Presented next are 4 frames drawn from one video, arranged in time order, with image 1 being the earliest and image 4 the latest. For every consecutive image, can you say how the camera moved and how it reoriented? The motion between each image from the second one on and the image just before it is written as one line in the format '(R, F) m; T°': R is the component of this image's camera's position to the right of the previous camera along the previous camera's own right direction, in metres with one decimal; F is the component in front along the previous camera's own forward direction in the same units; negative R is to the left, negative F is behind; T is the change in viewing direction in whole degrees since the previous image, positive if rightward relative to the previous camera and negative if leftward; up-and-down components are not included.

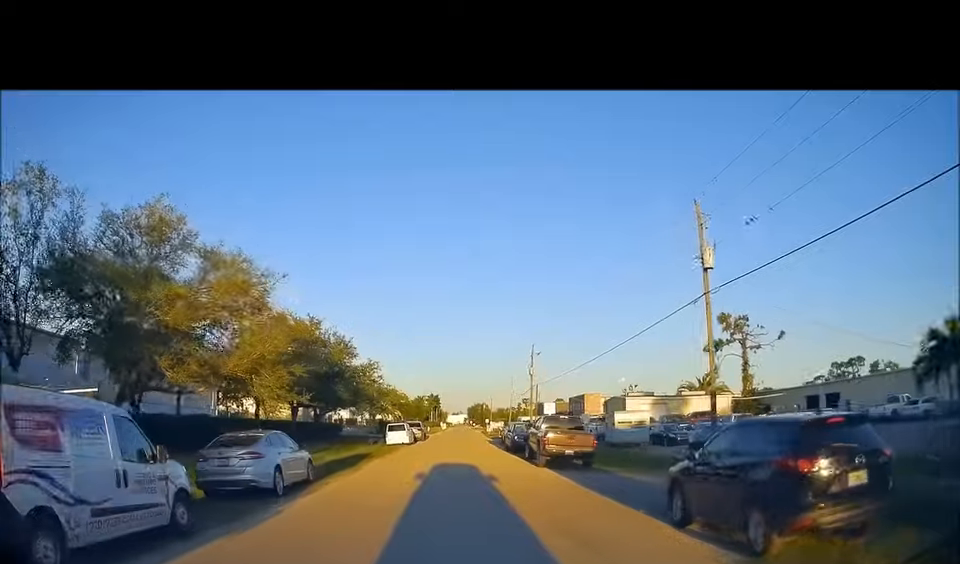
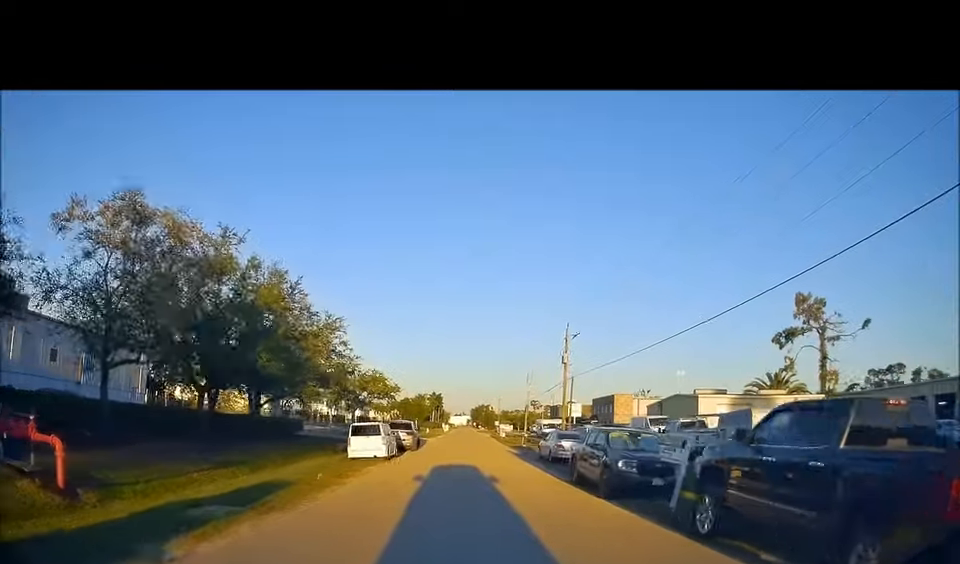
(0.0, +16.8) m; -1°
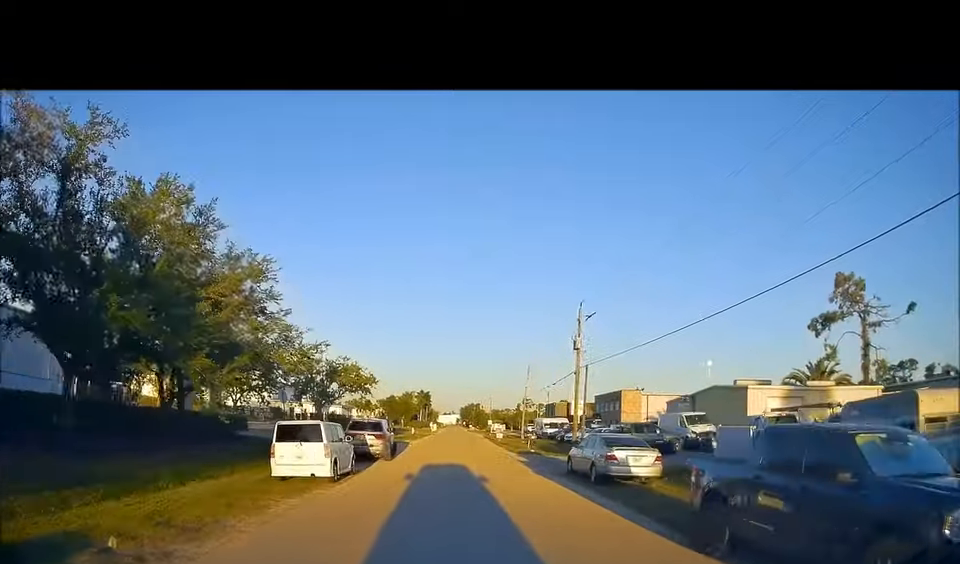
(-0.2, +9.3) m; -2°
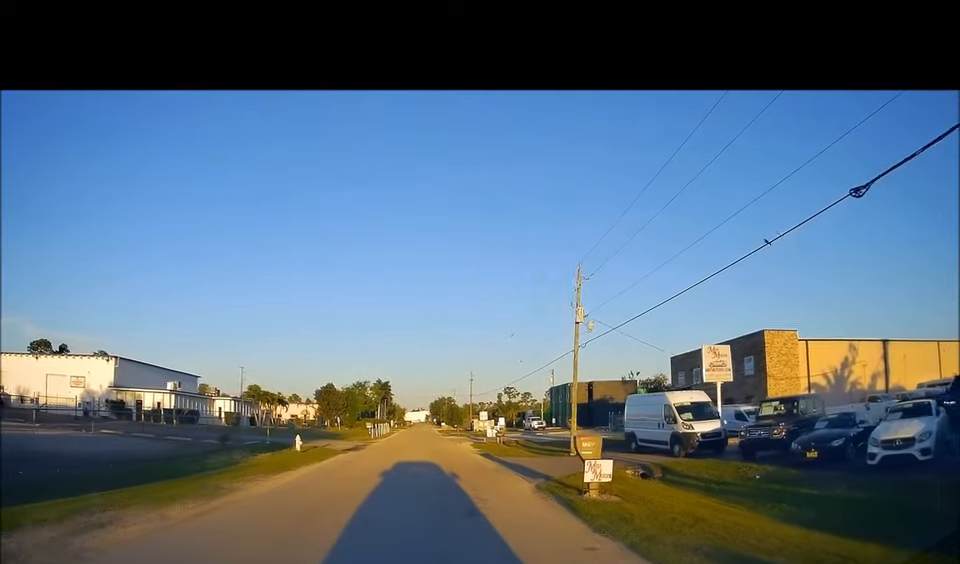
(+2.3, +45.1) m; +7°
